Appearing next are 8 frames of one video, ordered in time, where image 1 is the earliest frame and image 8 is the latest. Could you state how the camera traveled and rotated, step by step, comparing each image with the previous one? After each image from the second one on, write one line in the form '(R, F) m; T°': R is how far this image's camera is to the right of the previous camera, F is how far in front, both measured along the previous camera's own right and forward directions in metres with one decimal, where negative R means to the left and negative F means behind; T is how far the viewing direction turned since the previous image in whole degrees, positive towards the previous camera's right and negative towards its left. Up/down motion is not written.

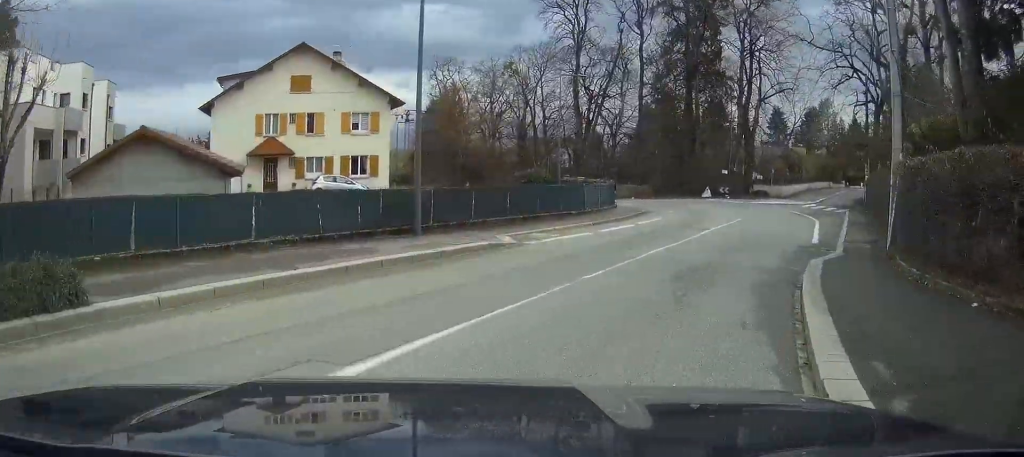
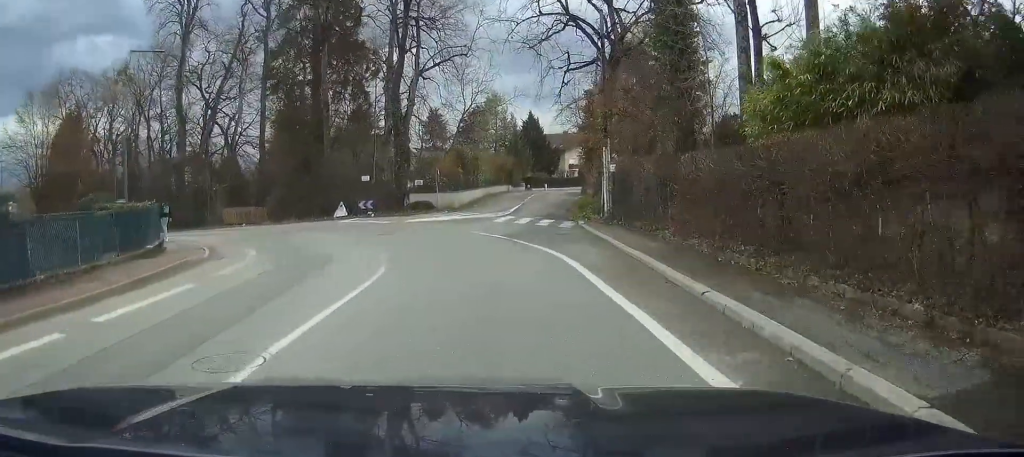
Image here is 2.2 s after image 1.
(+0.7, +10.2) m; +2°
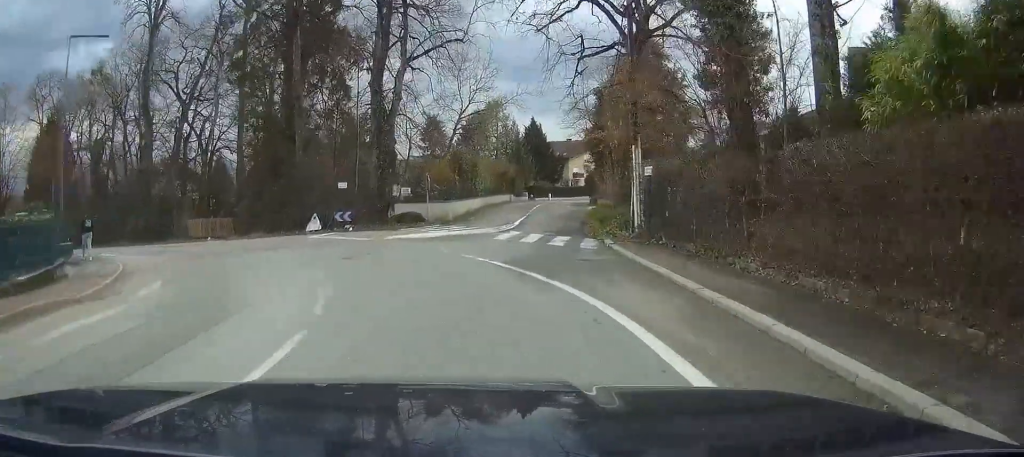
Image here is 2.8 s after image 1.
(-0.1, +3.2) m; -8°
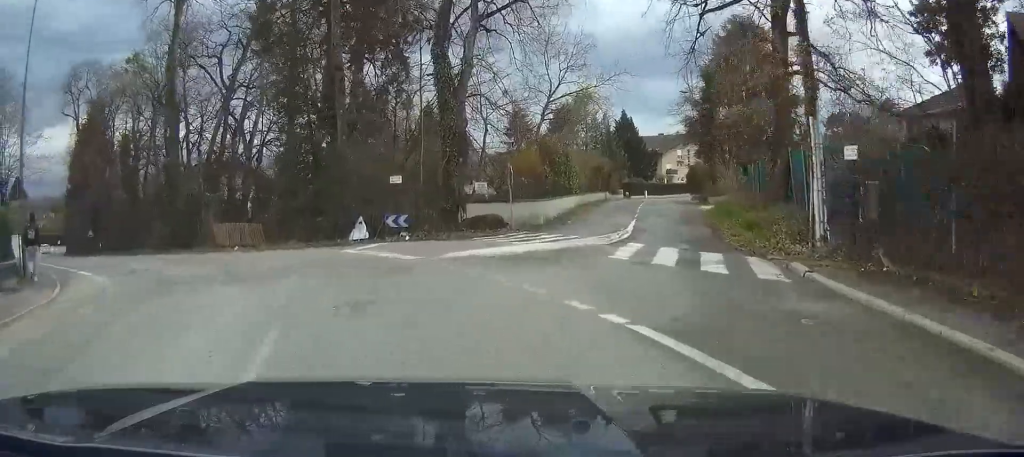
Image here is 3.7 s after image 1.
(-0.4, +4.4) m; -12°
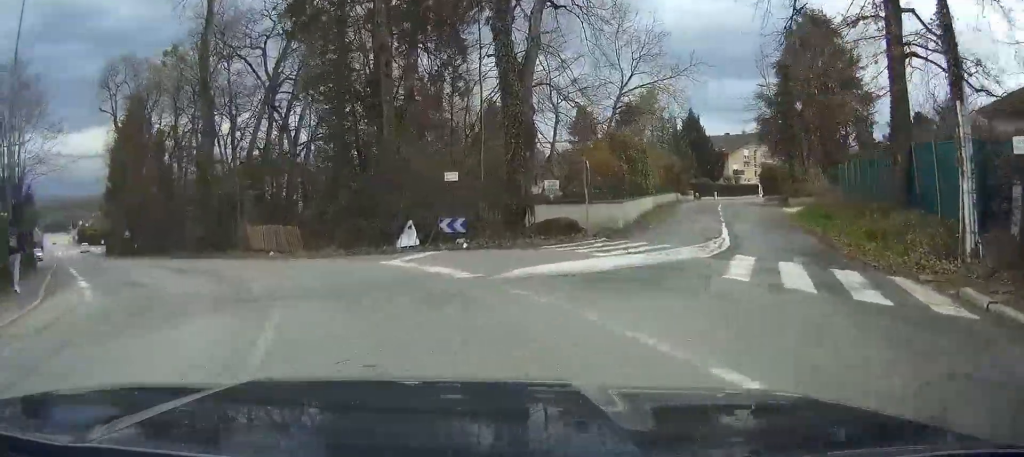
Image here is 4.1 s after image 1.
(-0.5, +2.2) m; -3°
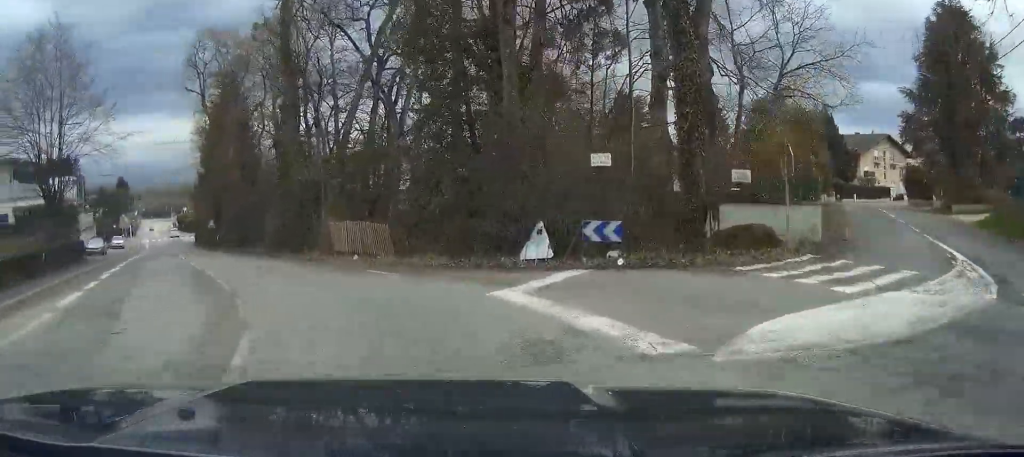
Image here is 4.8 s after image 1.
(-0.1, +4.2) m; -2°
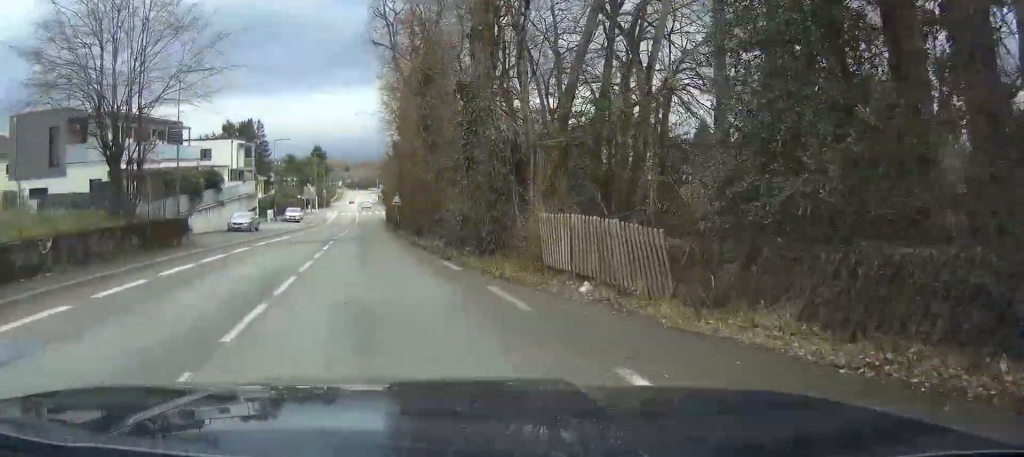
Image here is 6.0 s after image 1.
(0.0, +7.9) m; -11°
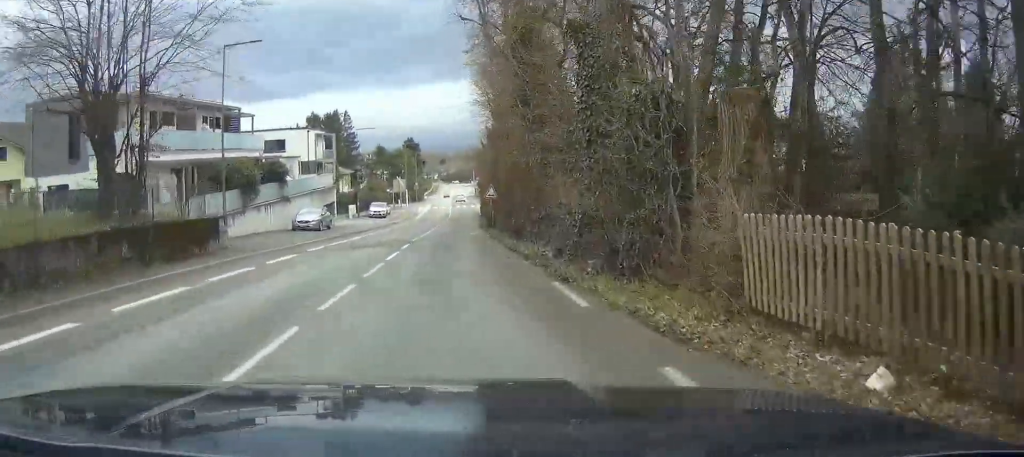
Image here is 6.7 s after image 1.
(-0.4, +4.7) m; -13°
